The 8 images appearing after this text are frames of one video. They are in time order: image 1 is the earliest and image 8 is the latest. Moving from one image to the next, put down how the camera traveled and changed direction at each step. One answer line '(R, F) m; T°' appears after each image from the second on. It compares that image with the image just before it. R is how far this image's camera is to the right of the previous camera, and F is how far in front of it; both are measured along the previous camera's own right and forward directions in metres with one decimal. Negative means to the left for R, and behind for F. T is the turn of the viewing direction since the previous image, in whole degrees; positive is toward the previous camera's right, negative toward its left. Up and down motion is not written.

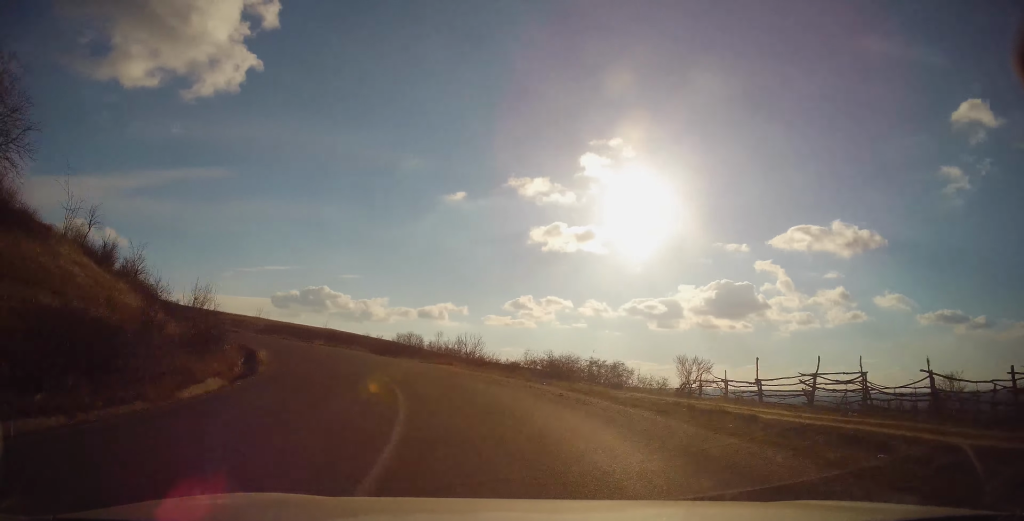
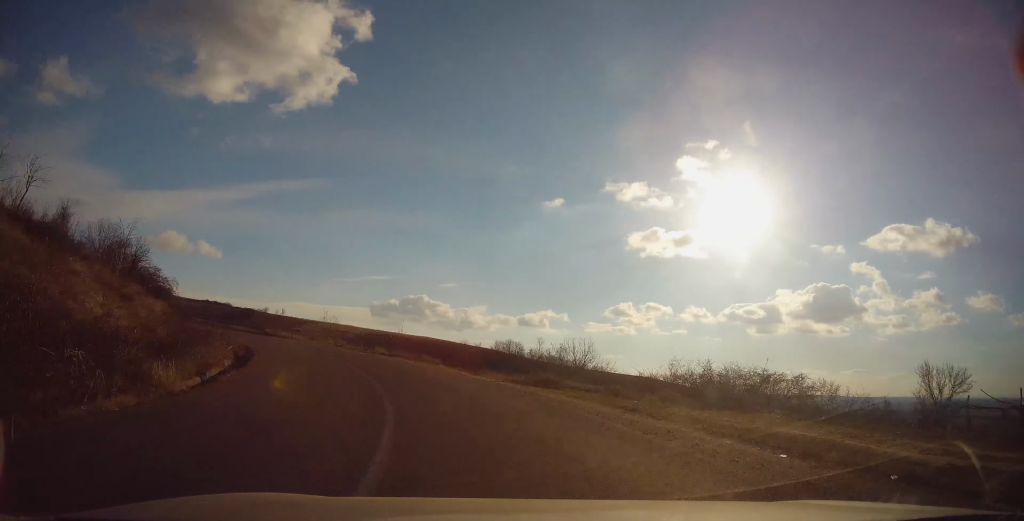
(-0.9, +11.8) m; -10°
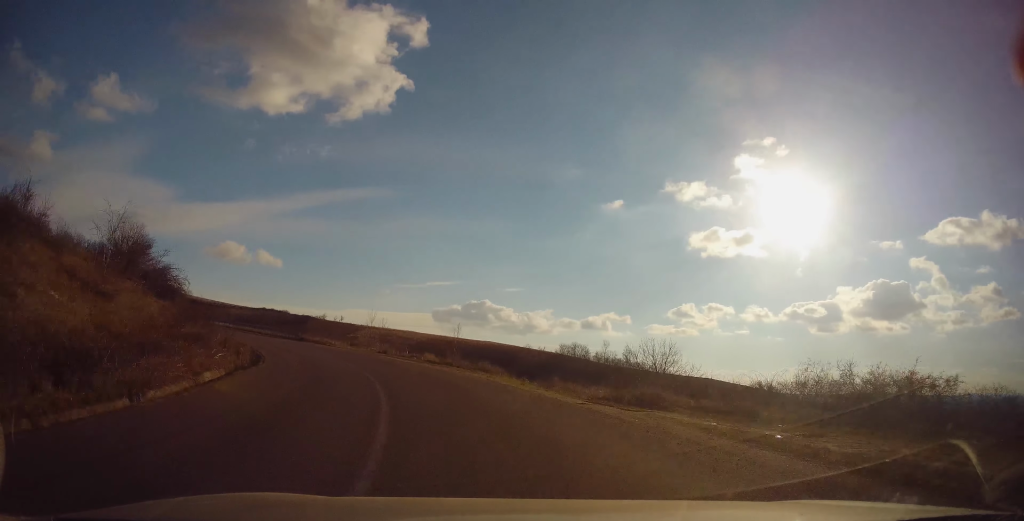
(-0.6, +6.7) m; -7°
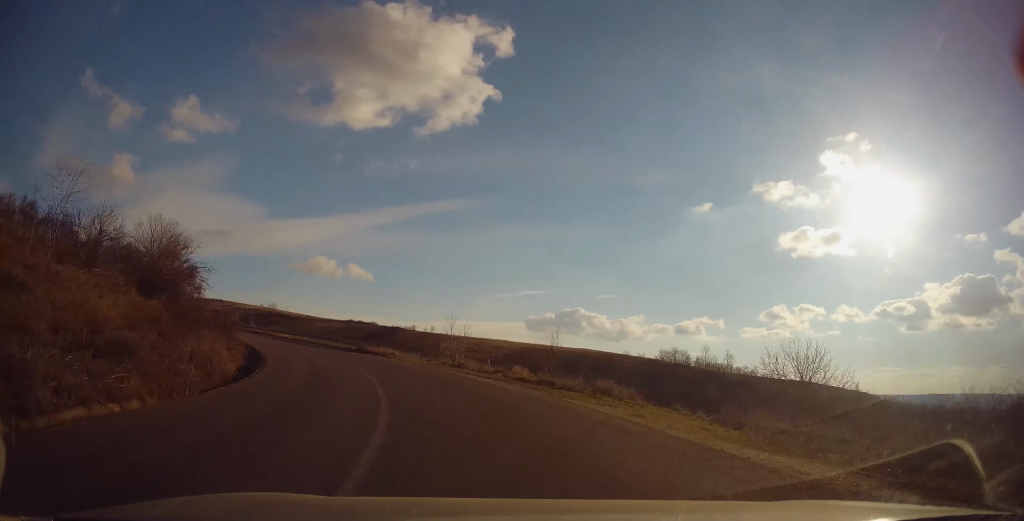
(0.0, +9.5) m; -9°
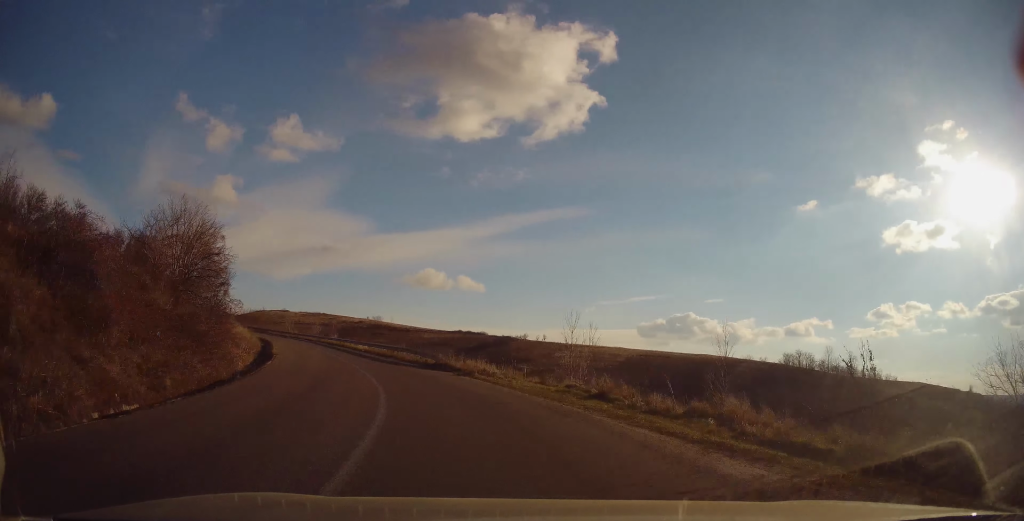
(-2.0, +12.3) m; -13°
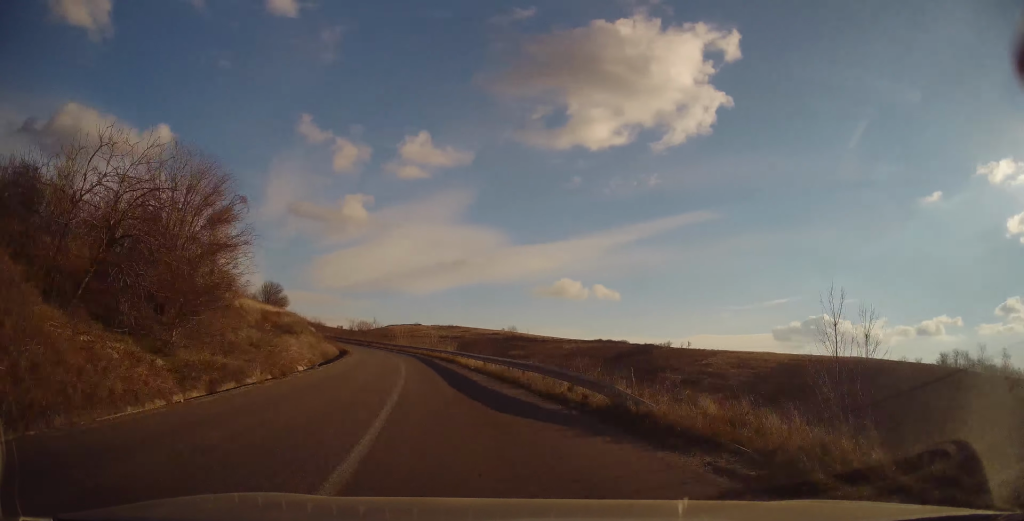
(-2.0, +15.0) m; -13°
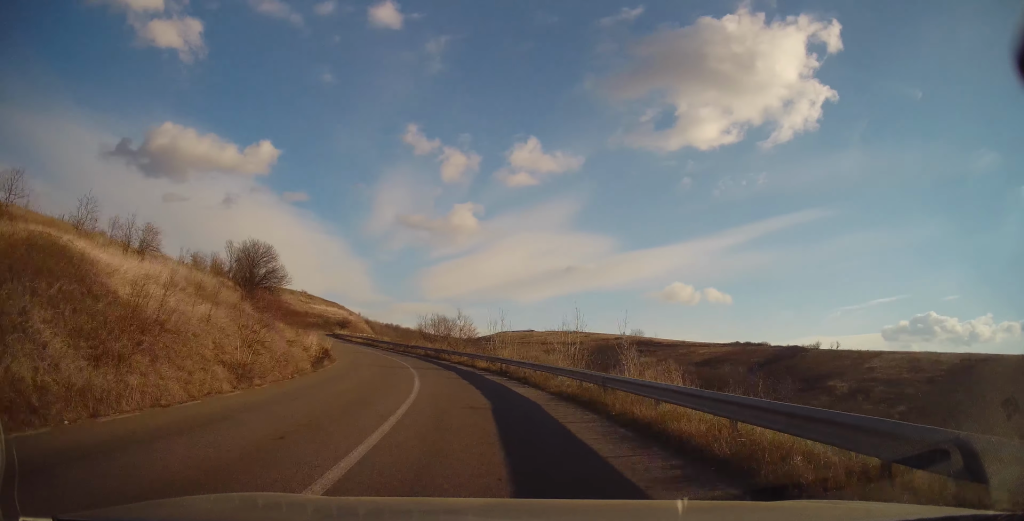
(-5.7, +39.4) m; -13°
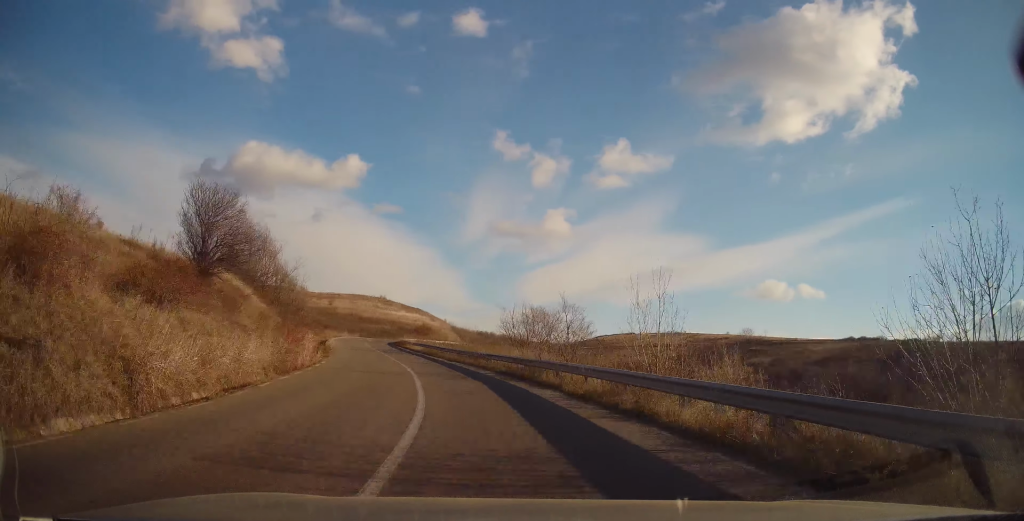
(-1.5, +20.3) m; -10°
